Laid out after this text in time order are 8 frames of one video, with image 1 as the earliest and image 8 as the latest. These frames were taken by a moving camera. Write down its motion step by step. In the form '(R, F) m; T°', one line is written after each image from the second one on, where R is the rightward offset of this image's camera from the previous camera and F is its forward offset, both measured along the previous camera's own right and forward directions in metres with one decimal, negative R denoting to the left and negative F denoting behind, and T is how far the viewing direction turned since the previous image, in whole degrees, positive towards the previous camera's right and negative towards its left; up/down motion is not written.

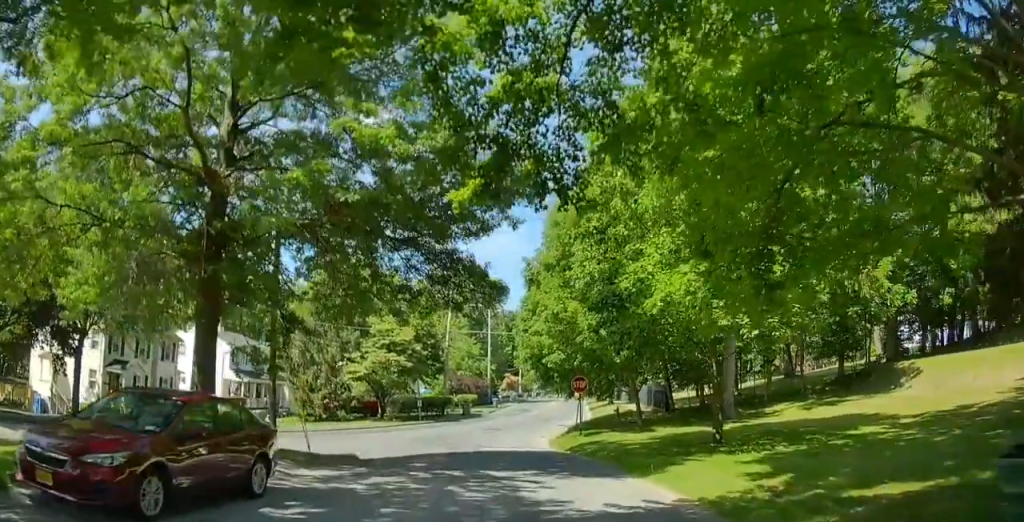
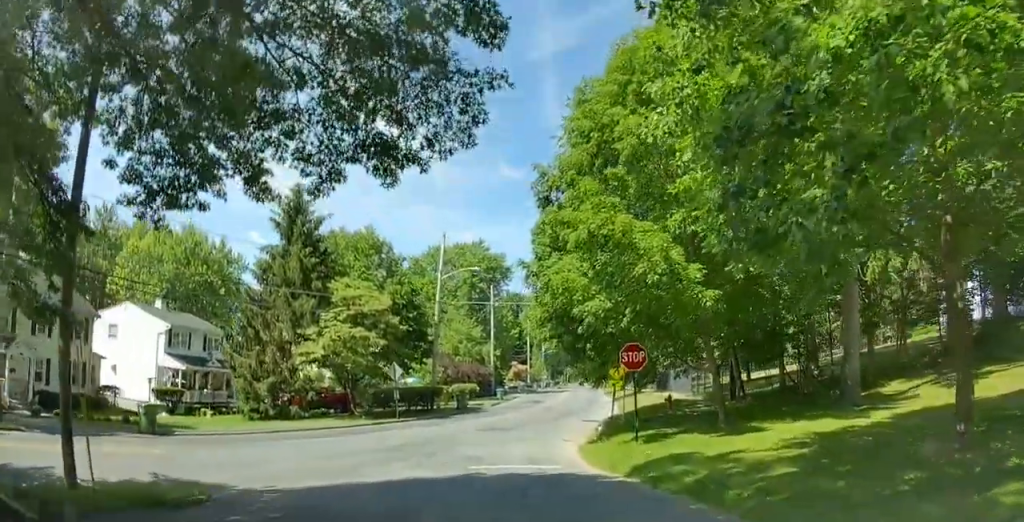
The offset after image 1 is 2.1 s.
(-0.3, +10.5) m; -3°
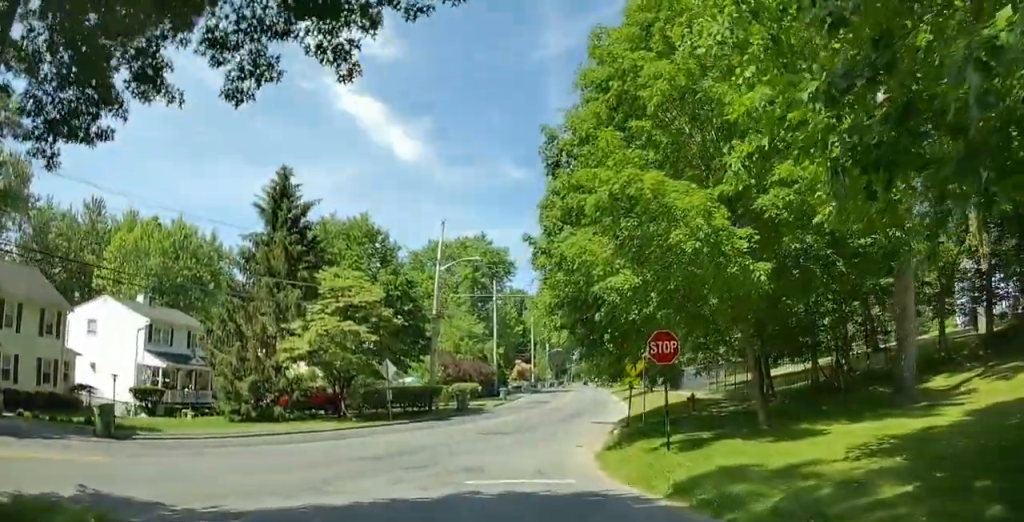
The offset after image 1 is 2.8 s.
(-0.1, +2.8) m; +2°
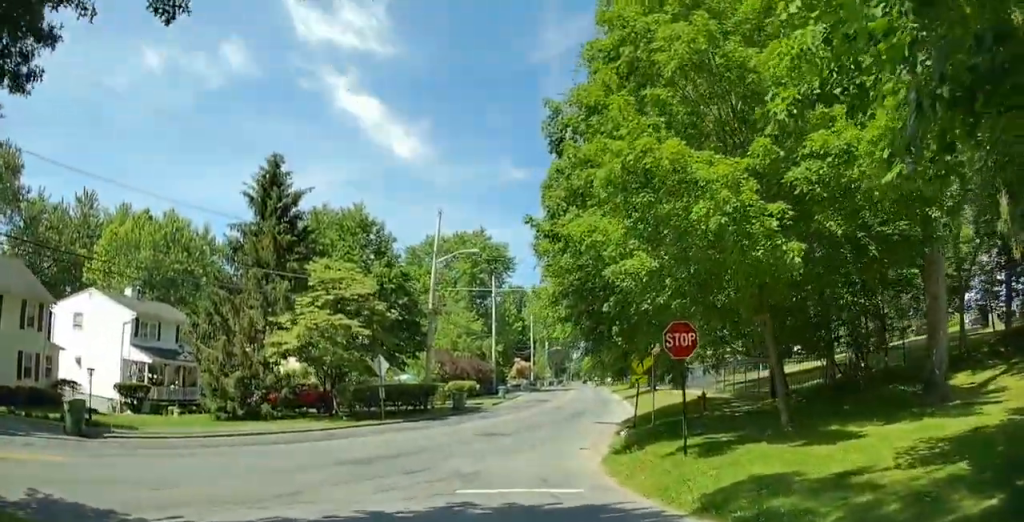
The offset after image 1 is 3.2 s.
(0.0, +1.4) m; +1°
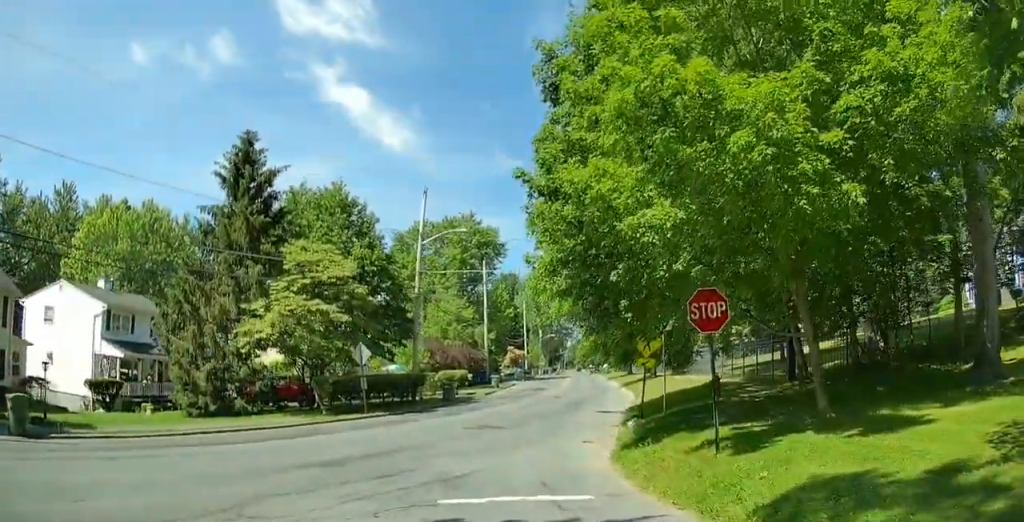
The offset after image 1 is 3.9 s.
(+0.2, +2.0) m; +1°
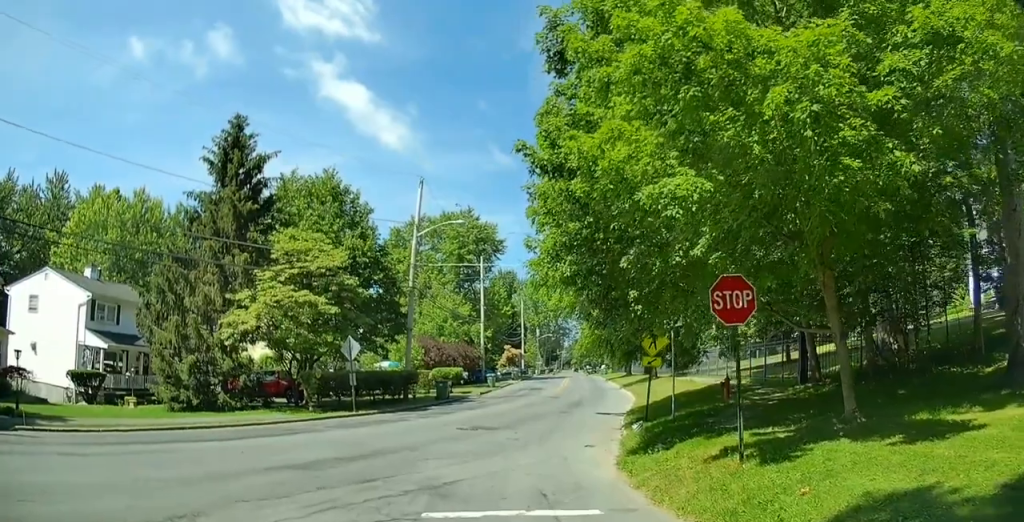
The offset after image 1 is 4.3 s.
(0.0, +1.2) m; -1°
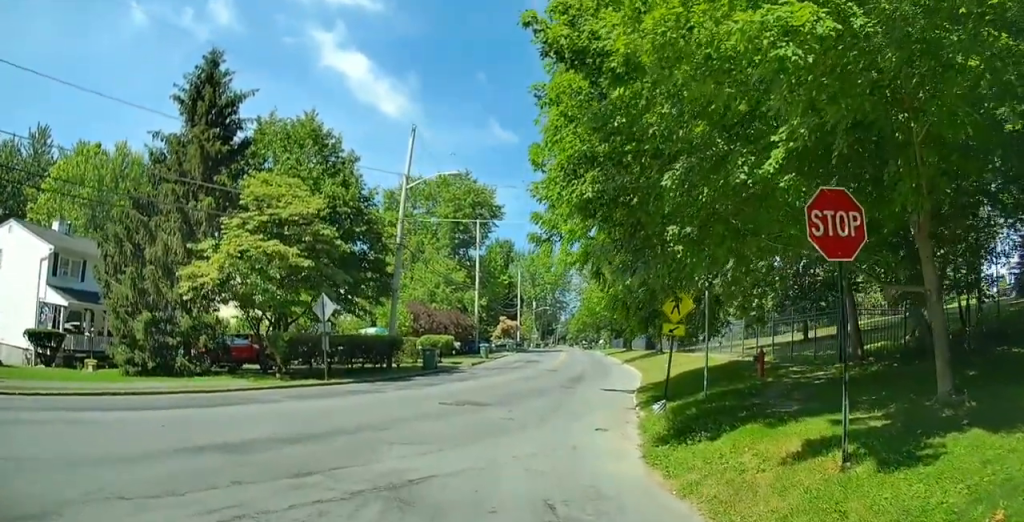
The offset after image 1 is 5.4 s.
(-0.2, +2.8) m; -7°
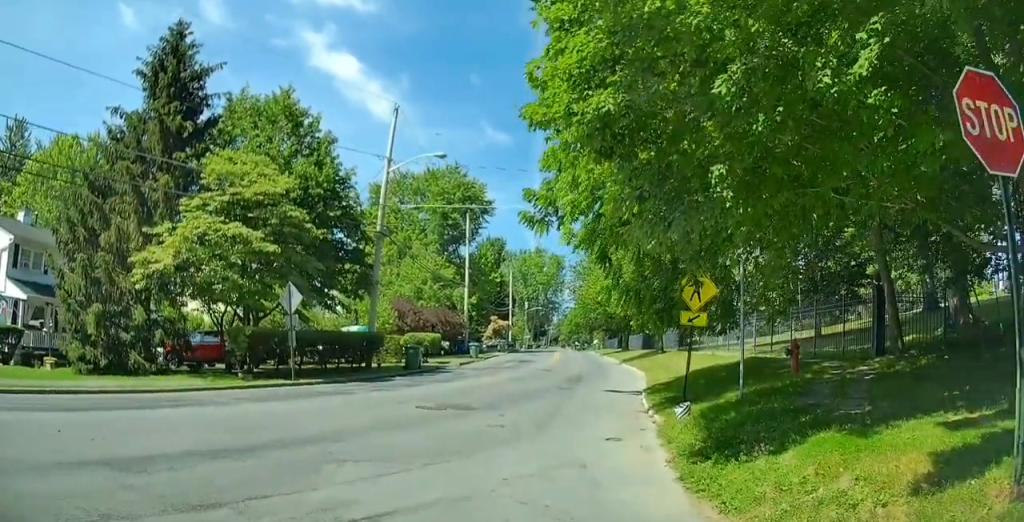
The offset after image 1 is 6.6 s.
(0.0, +3.4) m; +2°
